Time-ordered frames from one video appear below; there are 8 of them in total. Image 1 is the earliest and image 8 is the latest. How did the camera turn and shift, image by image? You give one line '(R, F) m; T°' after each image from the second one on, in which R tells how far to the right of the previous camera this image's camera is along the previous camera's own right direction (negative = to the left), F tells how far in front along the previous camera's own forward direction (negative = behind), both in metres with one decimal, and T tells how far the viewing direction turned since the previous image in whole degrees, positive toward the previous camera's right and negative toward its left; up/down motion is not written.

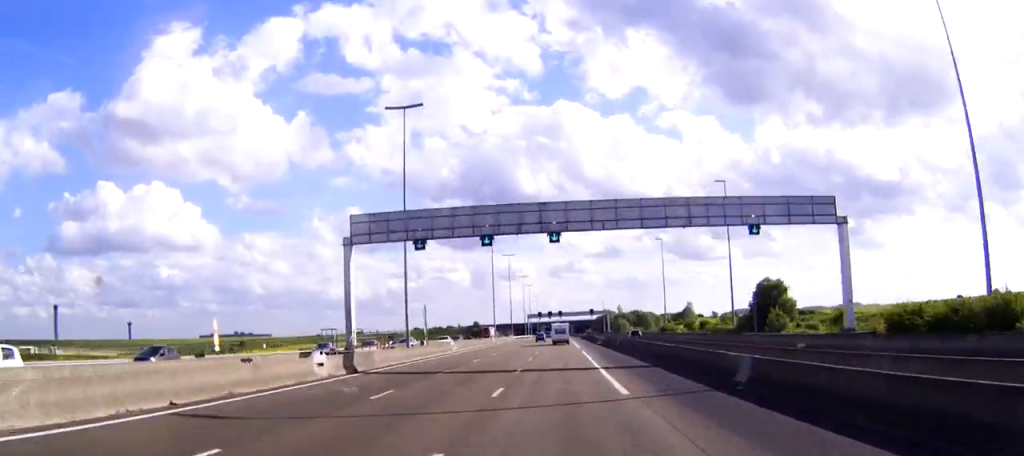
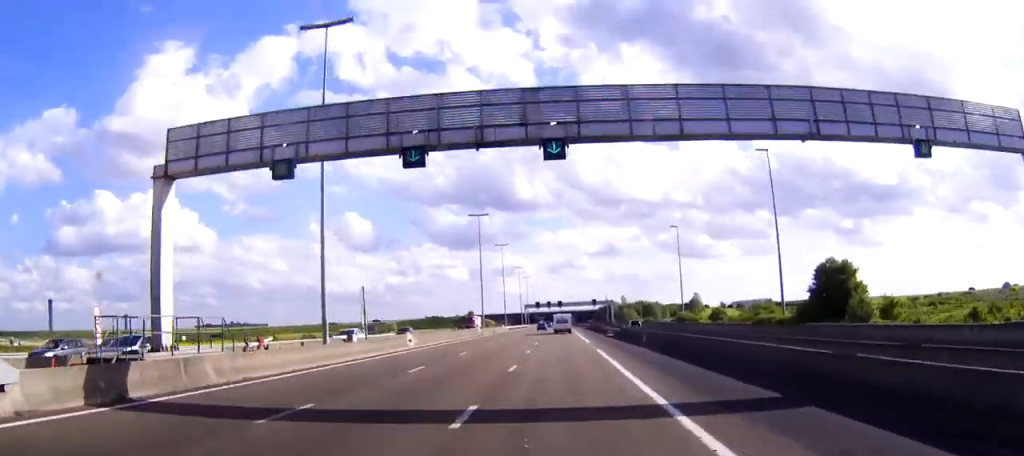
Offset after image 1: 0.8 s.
(-0.1, +20.7) m; 0°
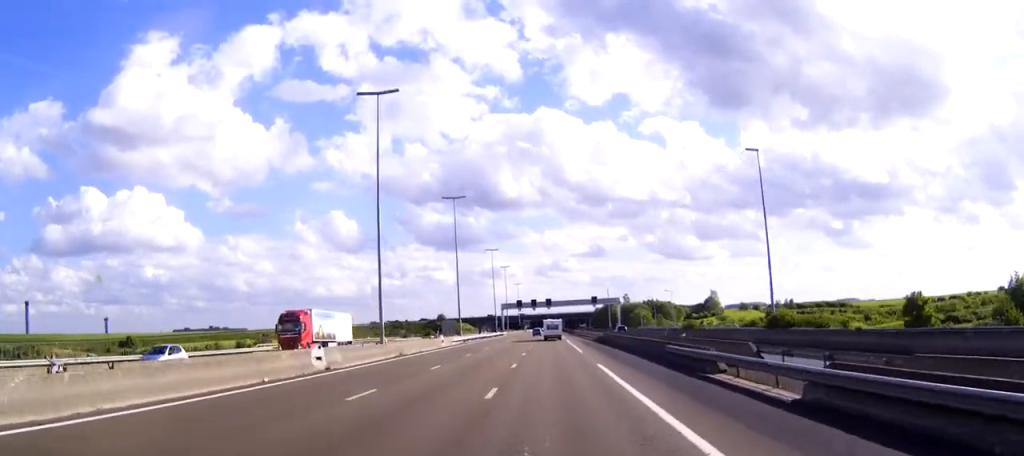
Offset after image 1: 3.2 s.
(+1.4, +59.3) m; +2°
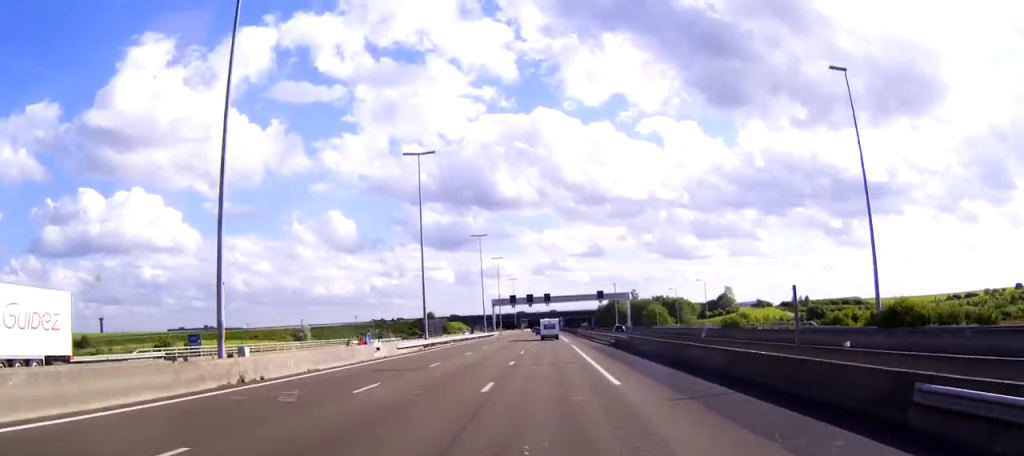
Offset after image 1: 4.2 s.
(0.0, +24.7) m; 0°
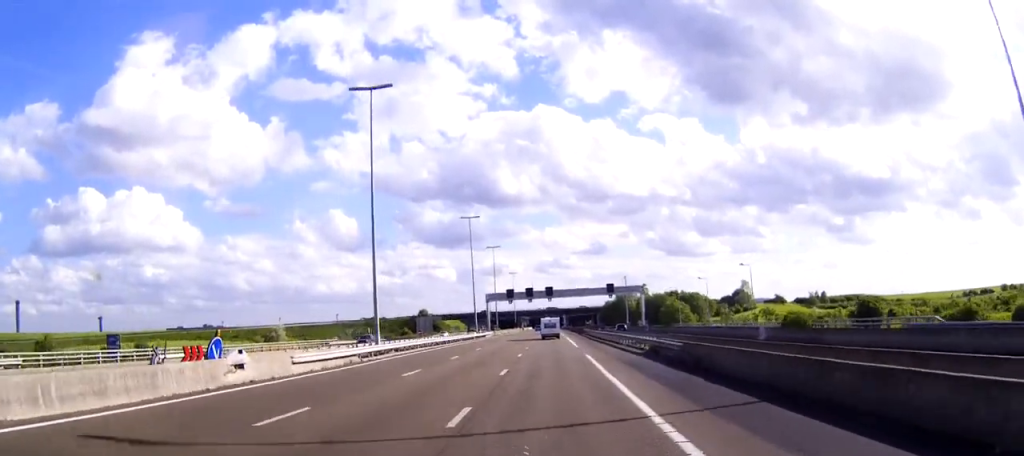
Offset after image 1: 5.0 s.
(0.0, +19.8) m; 0°
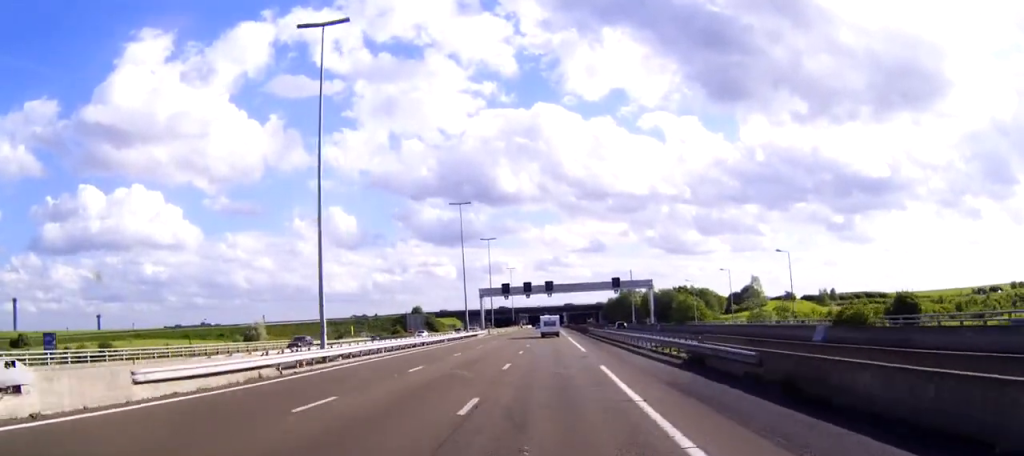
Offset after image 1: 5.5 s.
(0.0, +11.7) m; 0°
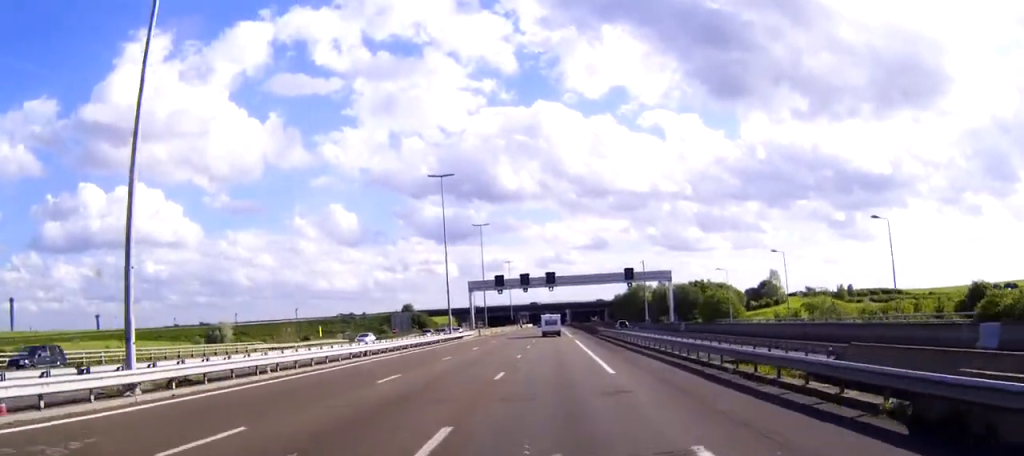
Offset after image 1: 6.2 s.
(-0.1, +18.4) m; -1°
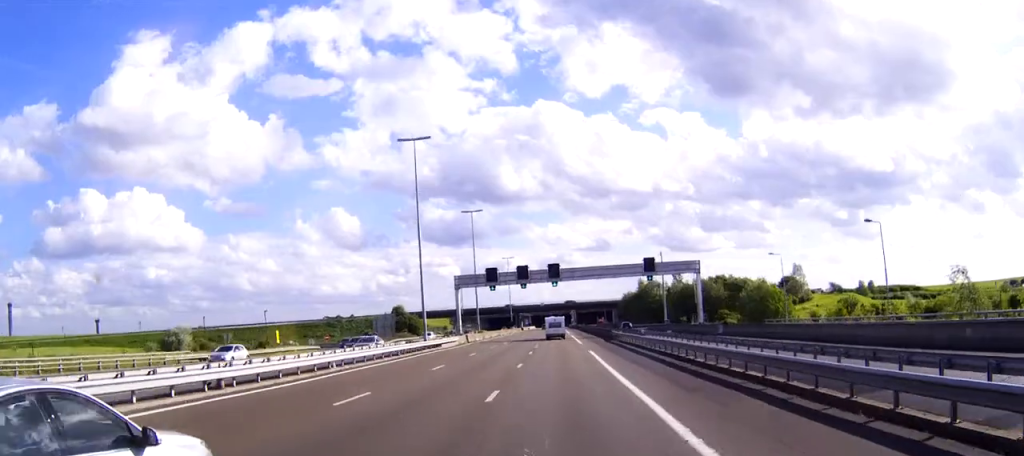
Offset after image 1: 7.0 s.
(-0.1, +18.5) m; 0°
